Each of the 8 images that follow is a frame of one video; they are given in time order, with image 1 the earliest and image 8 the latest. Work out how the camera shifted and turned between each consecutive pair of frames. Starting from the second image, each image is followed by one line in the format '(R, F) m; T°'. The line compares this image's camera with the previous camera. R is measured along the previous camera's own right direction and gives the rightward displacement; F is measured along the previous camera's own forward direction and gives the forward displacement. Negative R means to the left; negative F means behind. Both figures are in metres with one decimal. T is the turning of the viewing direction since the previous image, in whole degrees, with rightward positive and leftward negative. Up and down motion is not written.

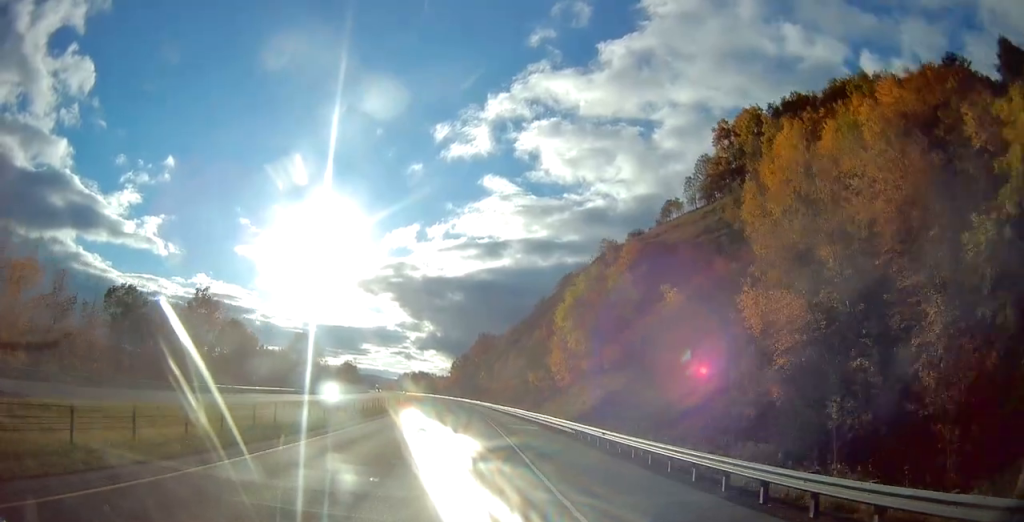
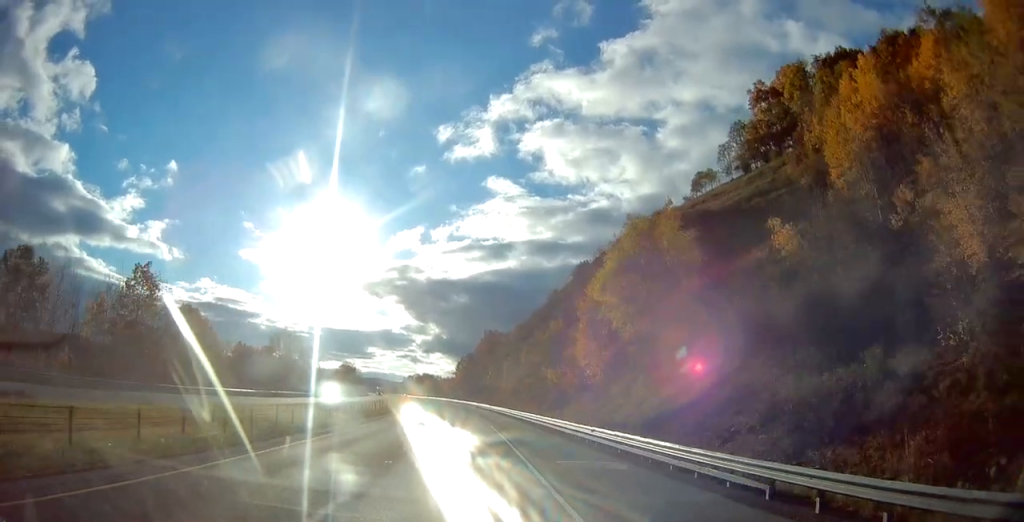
(-0.2, +21.2) m; -1°
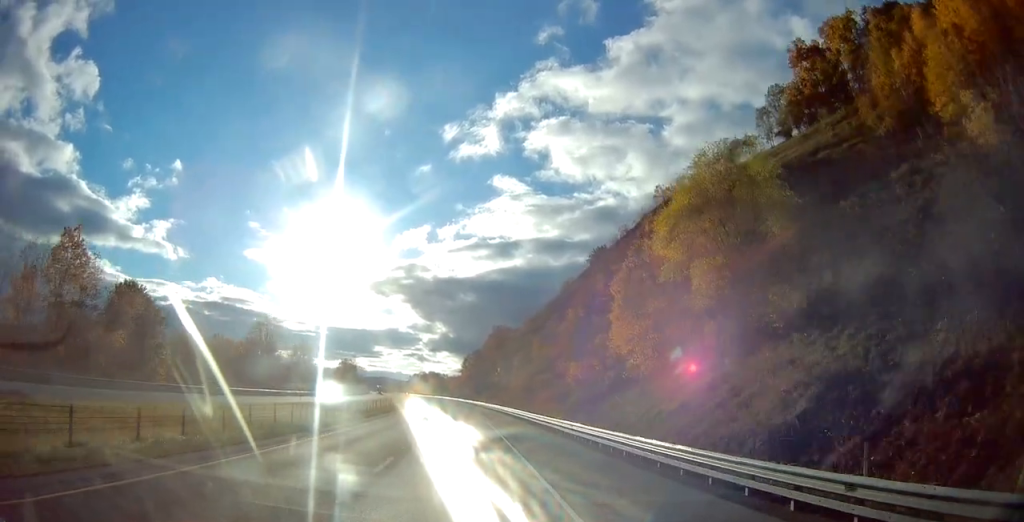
(-0.1, +18.3) m; -1°
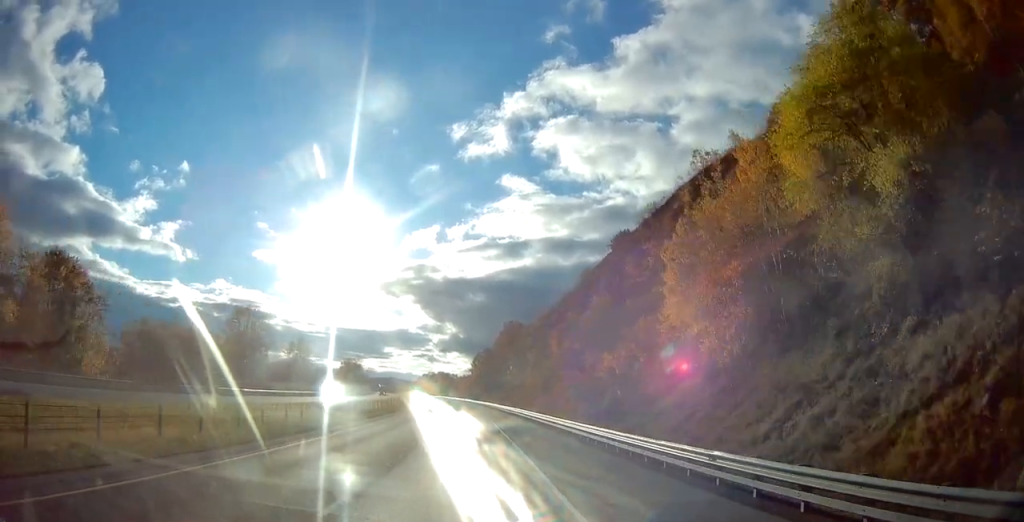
(-0.1, +17.3) m; -1°
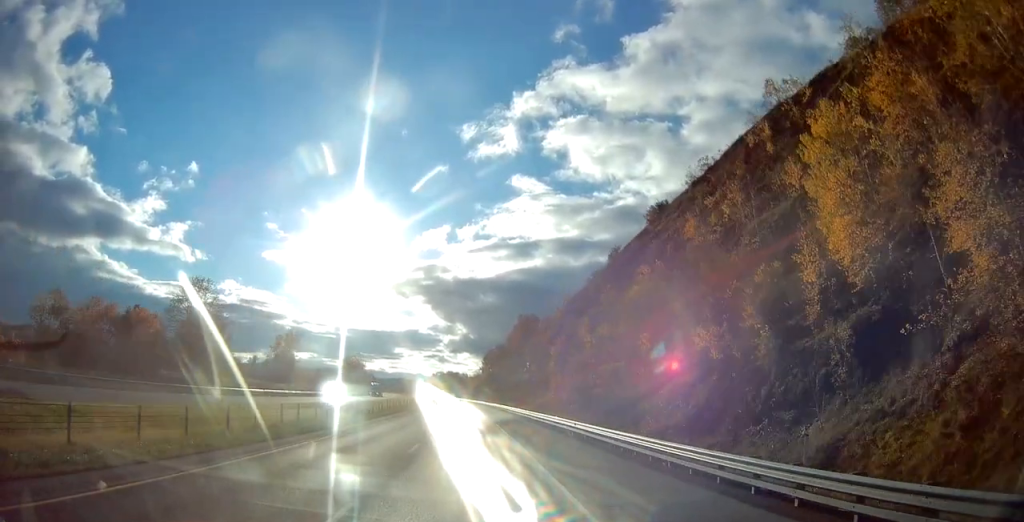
(-0.2, +26.1) m; -1°
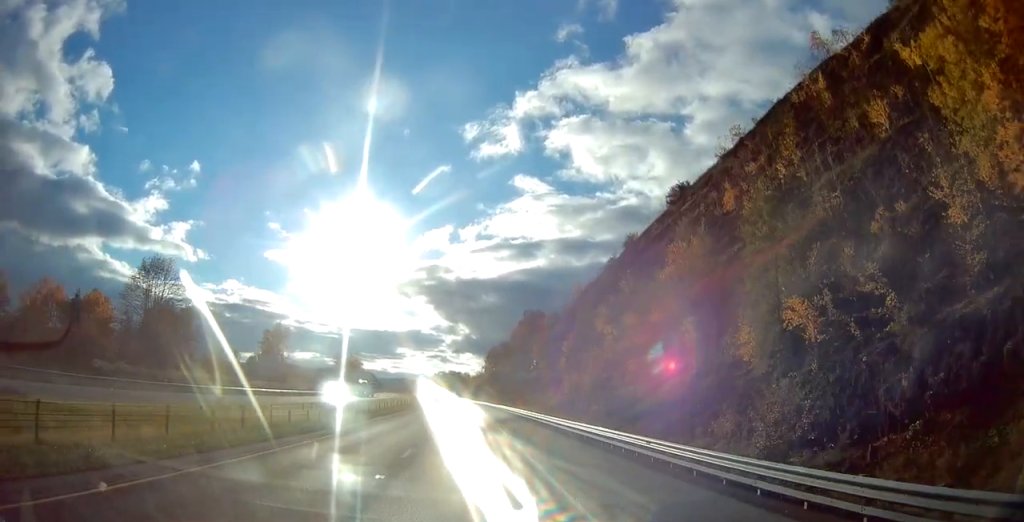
(-0.1, +13.5) m; -1°
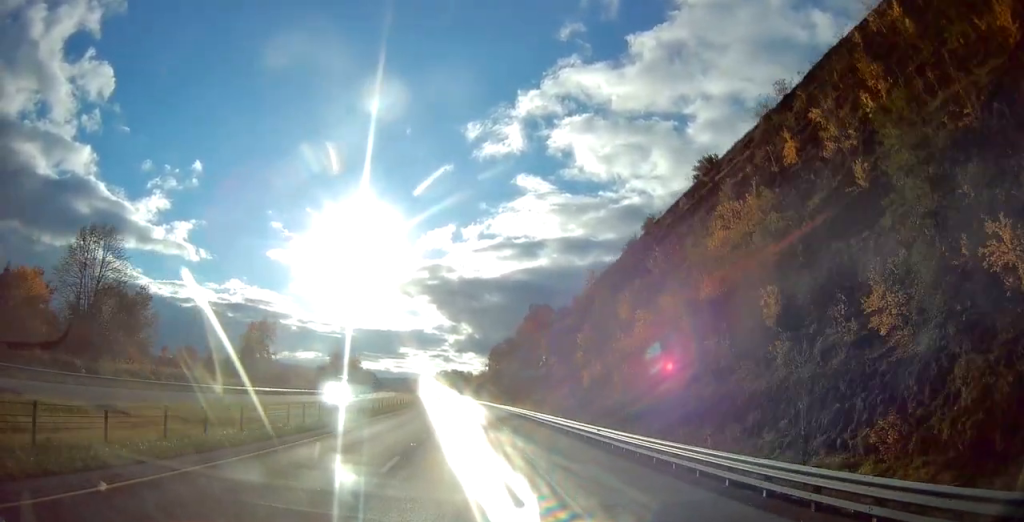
(0.0, +15.4) m; -1°
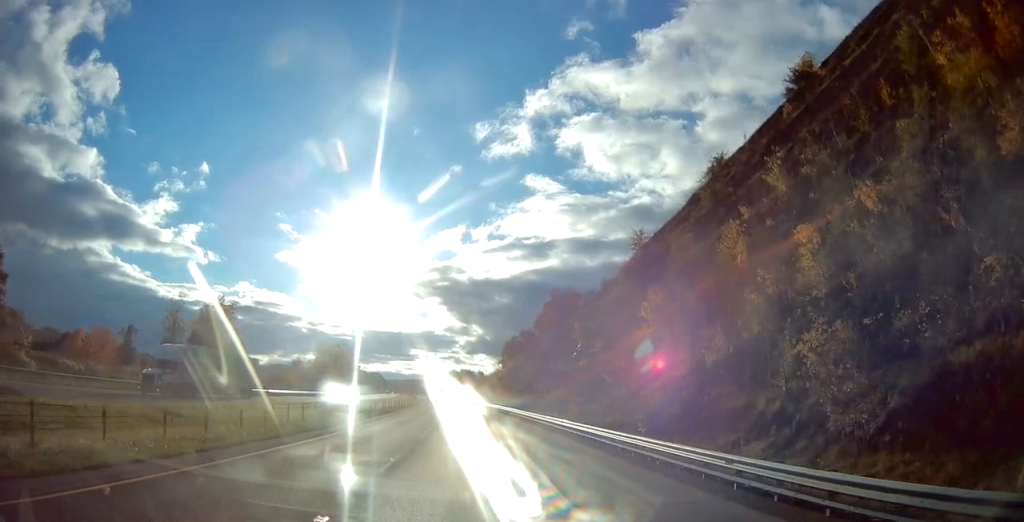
(-0.8, +36.6) m; -1°
